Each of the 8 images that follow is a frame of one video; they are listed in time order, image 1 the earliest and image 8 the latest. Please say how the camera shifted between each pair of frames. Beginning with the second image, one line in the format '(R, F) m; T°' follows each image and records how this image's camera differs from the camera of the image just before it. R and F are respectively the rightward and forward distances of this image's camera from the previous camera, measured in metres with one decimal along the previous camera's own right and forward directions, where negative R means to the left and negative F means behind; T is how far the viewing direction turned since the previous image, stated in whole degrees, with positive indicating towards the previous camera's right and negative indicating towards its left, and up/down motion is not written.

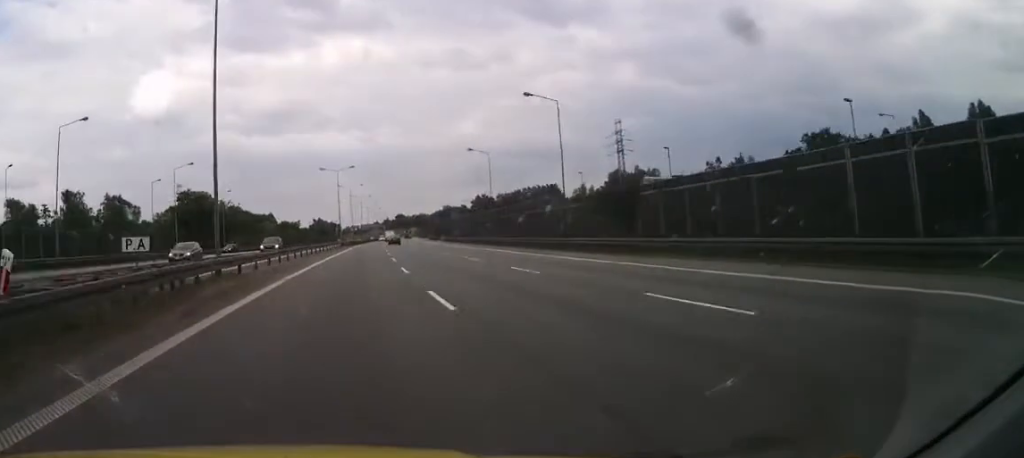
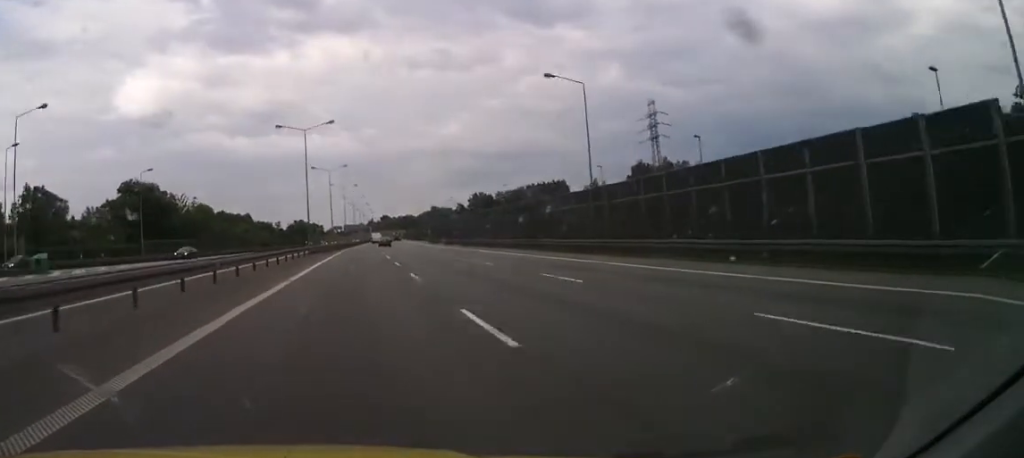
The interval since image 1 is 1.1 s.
(0.0, +39.6) m; 0°
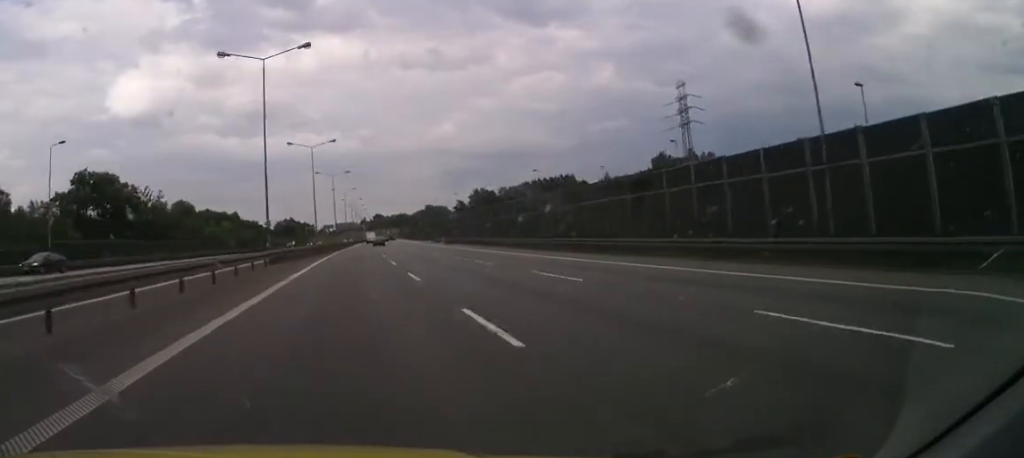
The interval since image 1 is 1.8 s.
(-0.2, +24.0) m; +2°
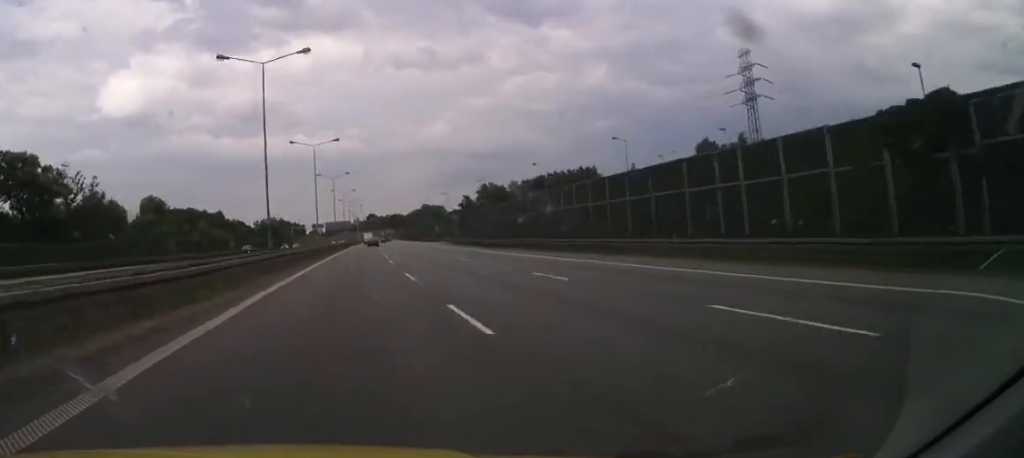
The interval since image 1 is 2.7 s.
(+1.4, +34.7) m; +3°
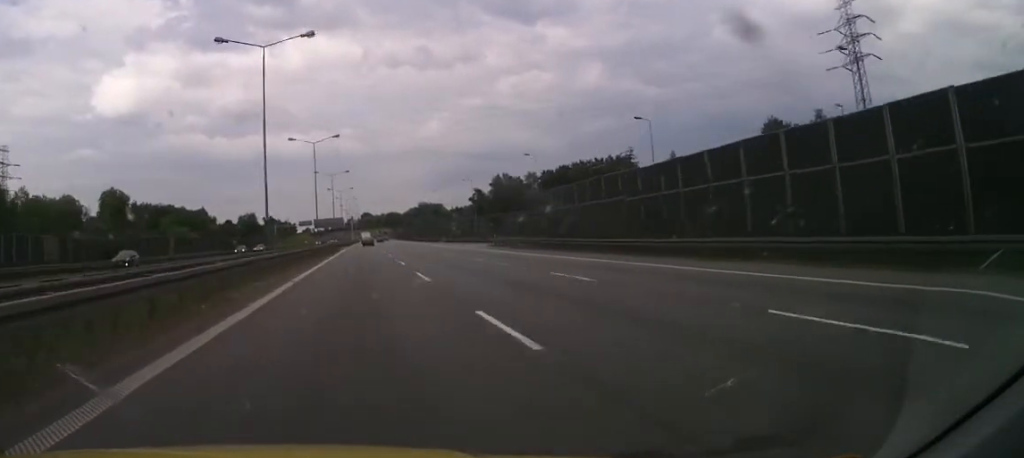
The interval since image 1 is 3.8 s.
(+0.9, +37.3) m; +2°
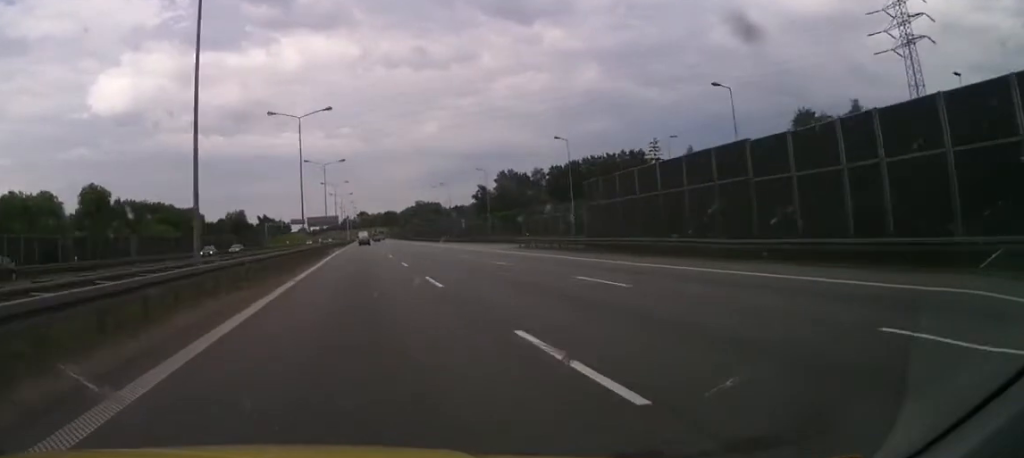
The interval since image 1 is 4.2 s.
(+0.1, +14.4) m; 0°
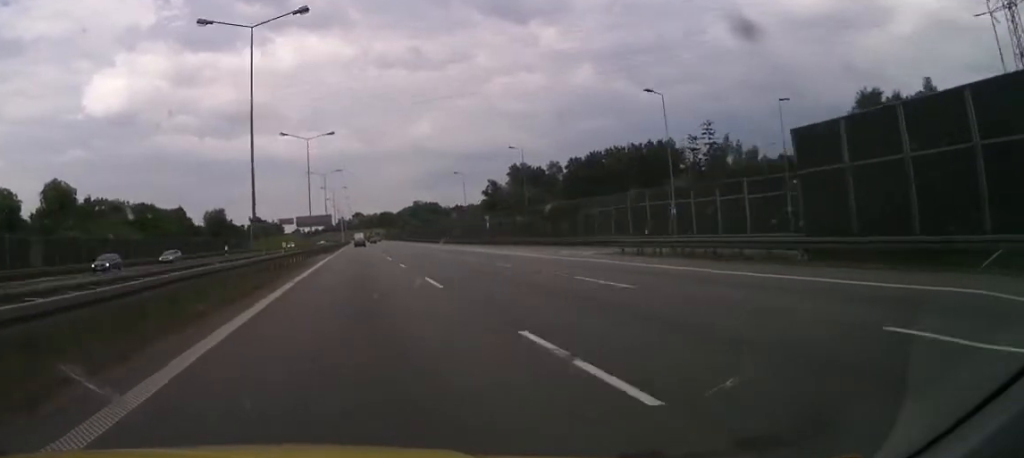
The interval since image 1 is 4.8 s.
(+0.2, +24.1) m; +1°
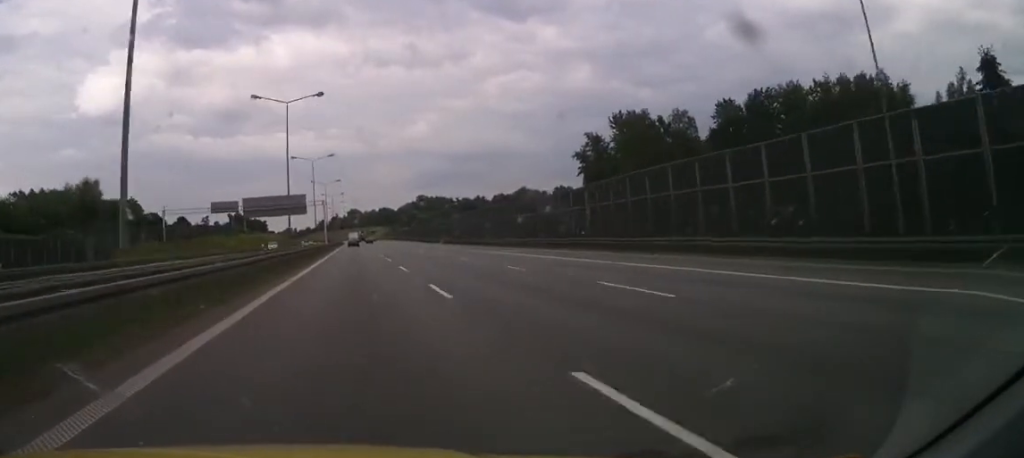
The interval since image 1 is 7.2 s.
(-0.8, +86.2) m; 0°
